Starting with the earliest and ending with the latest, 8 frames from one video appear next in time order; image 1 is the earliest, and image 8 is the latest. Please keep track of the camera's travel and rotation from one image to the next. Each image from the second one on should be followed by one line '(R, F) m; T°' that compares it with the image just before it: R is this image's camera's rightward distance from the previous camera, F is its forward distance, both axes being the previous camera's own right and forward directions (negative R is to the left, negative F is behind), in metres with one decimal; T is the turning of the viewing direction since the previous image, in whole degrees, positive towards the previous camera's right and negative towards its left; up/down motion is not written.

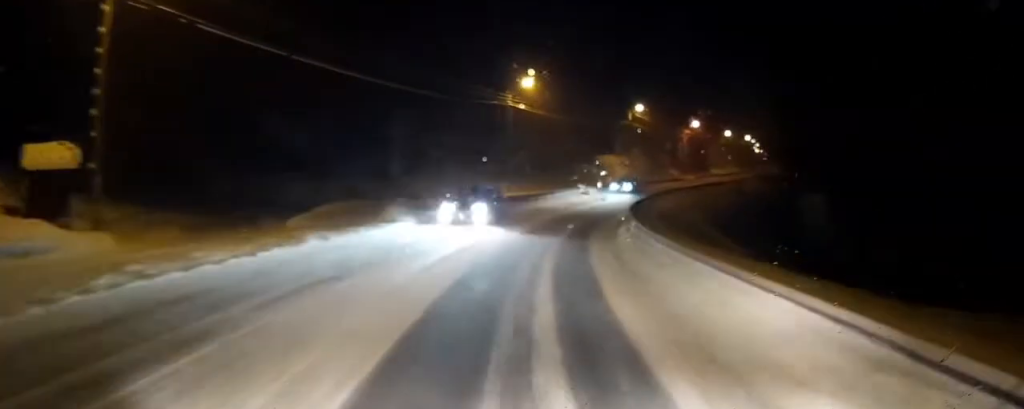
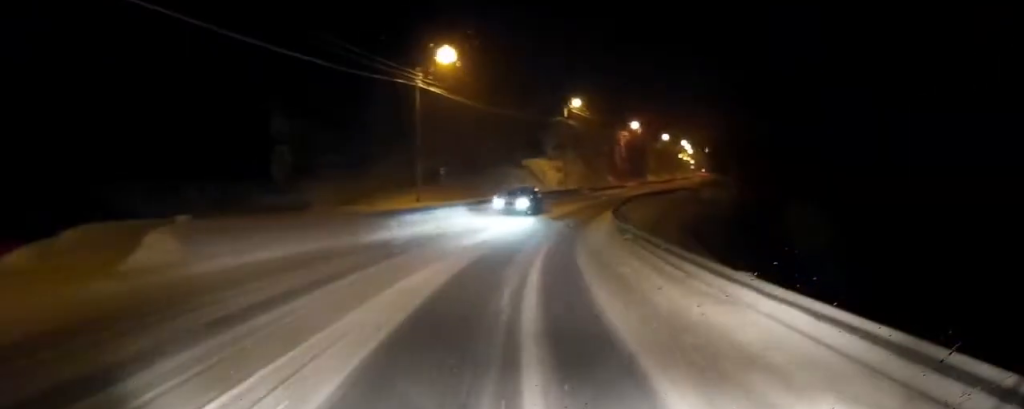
(+0.8, +12.6) m; +7°
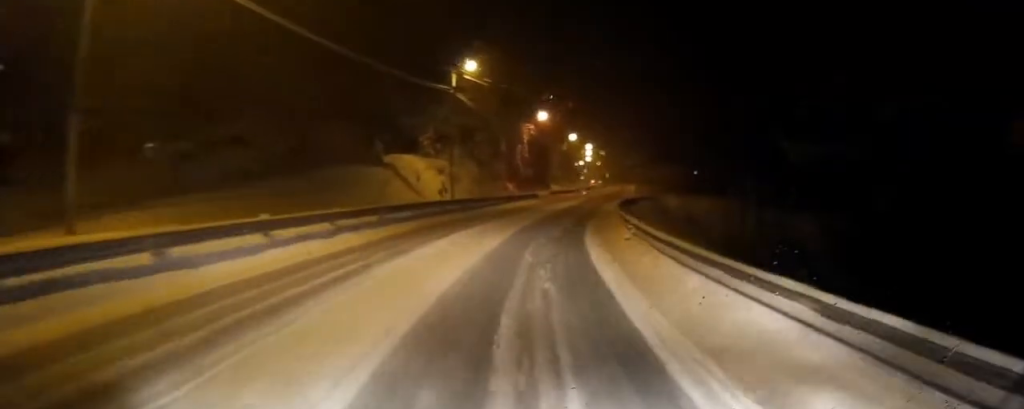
(+3.0, +25.1) m; +13°
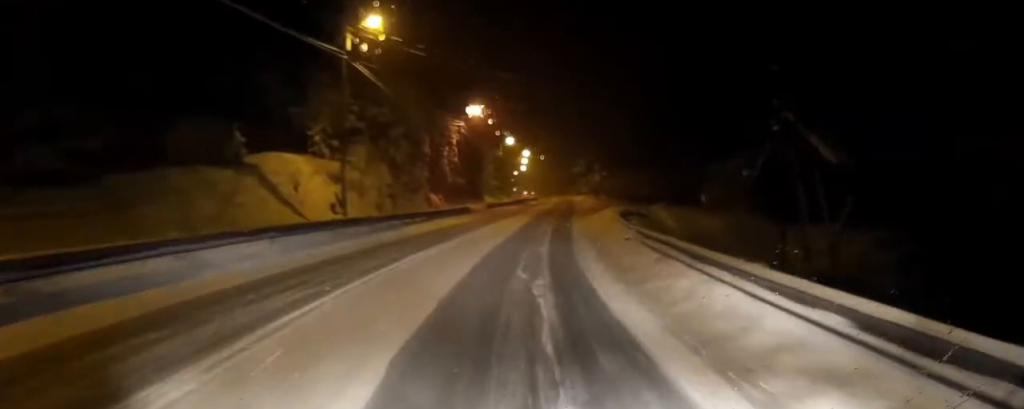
(+0.8, +14.8) m; +6°
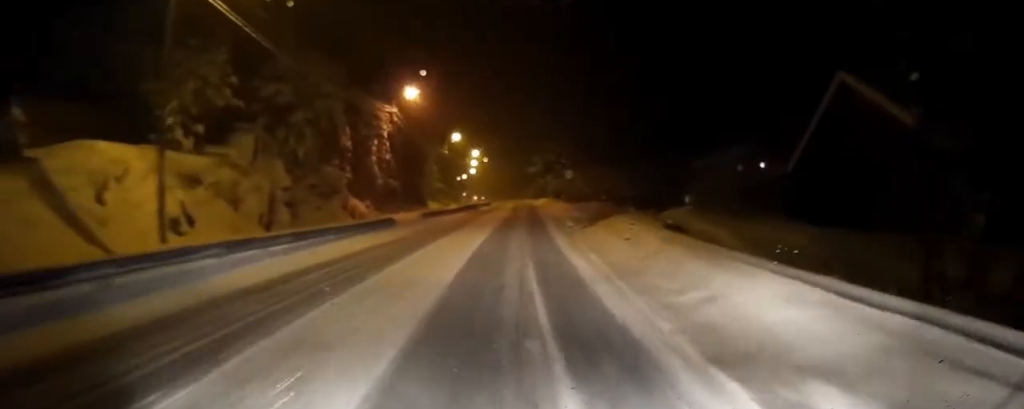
(+0.6, +13.3) m; +4°
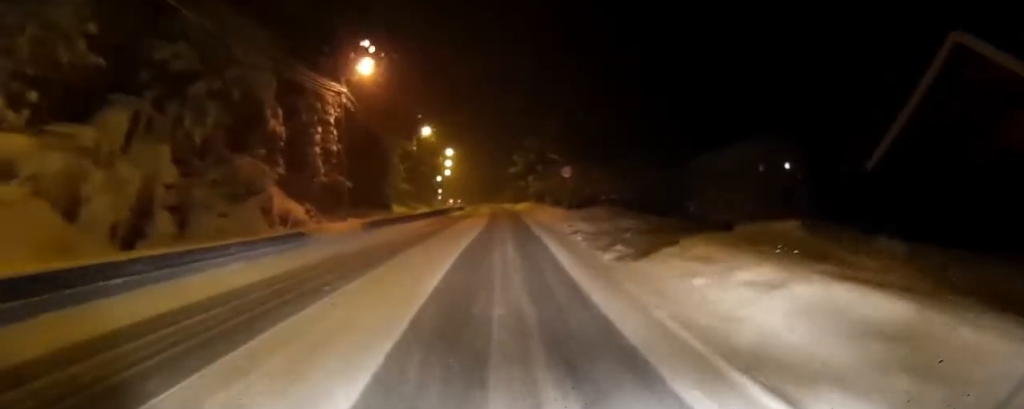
(+0.3, +10.5) m; +2°
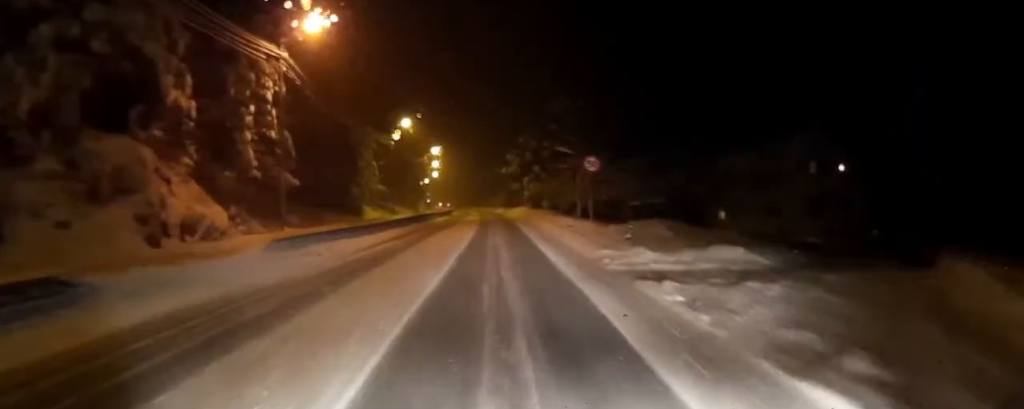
(+0.1, +10.5) m; +1°
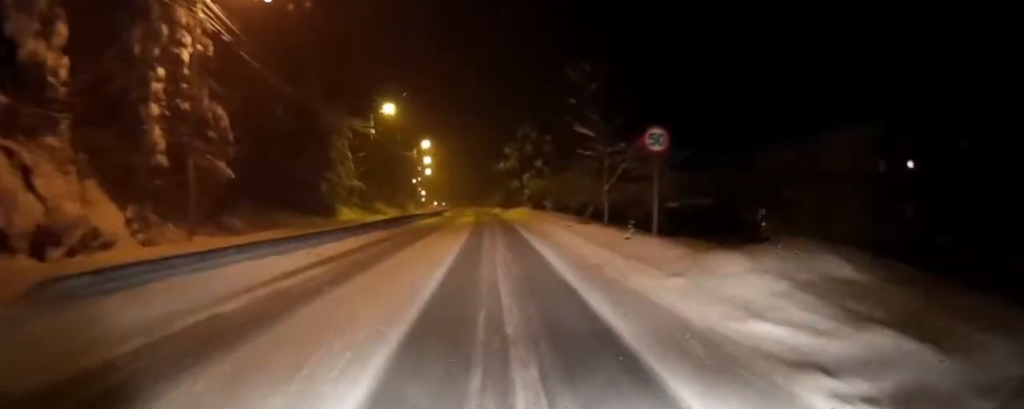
(+0.1, +8.9) m; +1°
